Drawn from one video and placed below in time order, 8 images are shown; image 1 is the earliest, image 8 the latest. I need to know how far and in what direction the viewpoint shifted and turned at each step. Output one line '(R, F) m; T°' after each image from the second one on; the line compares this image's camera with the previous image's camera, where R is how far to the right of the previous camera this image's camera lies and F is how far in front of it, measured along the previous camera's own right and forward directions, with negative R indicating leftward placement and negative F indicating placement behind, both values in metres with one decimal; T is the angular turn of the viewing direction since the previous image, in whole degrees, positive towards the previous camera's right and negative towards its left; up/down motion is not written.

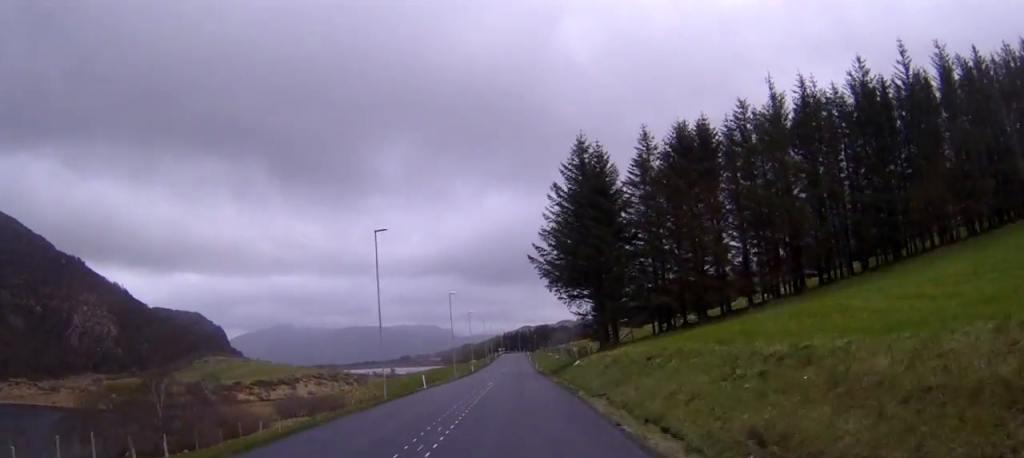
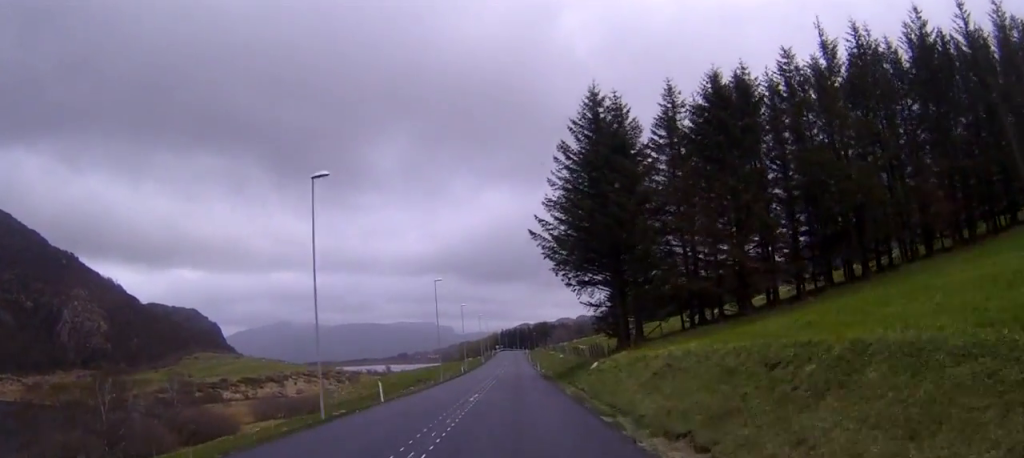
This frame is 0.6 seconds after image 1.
(0.0, +14.6) m; 0°
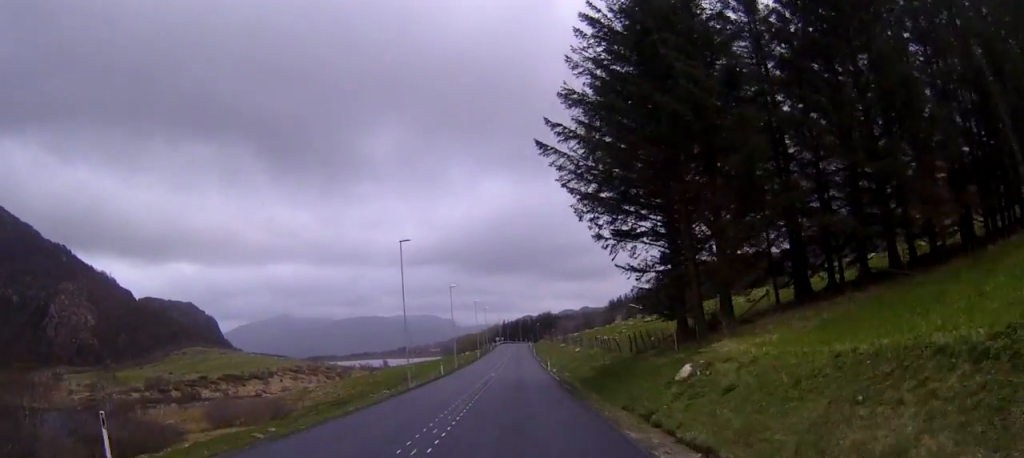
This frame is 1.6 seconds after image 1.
(0.0, +23.5) m; 0°
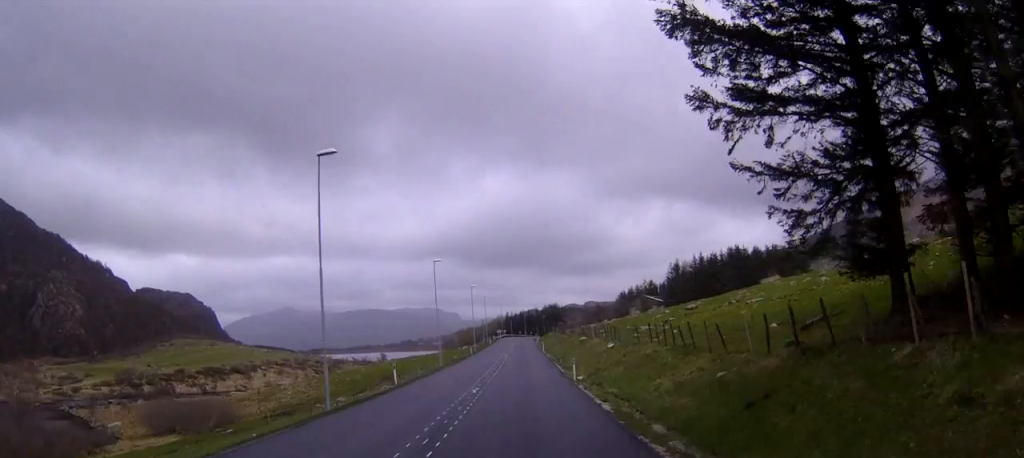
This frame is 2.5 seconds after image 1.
(-0.1, +23.6) m; 0°
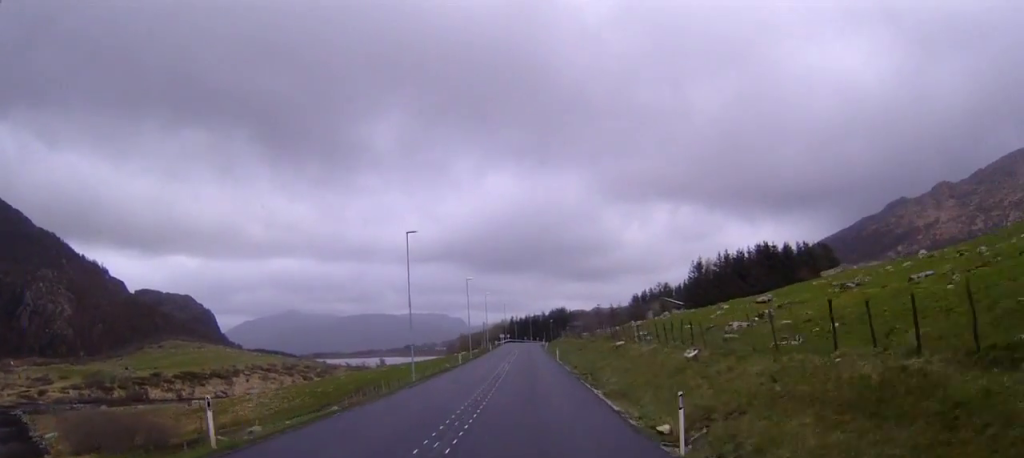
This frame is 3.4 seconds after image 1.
(0.0, +22.0) m; 0°
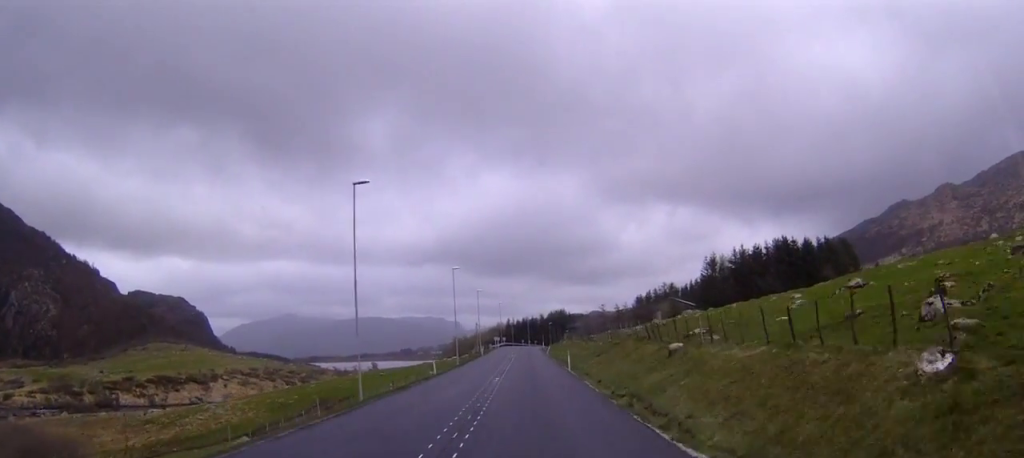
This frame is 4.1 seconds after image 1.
(0.0, +17.2) m; 0°
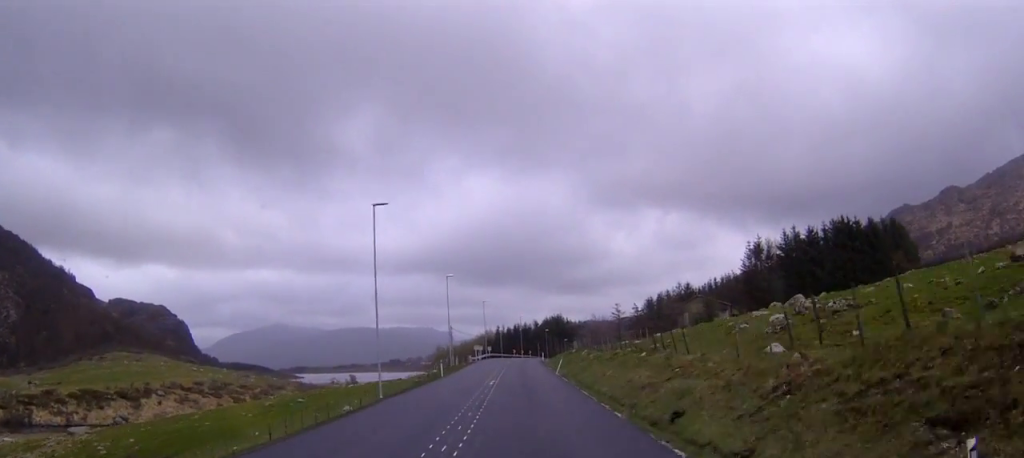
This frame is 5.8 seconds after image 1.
(+0.2, +41.8) m; 0°
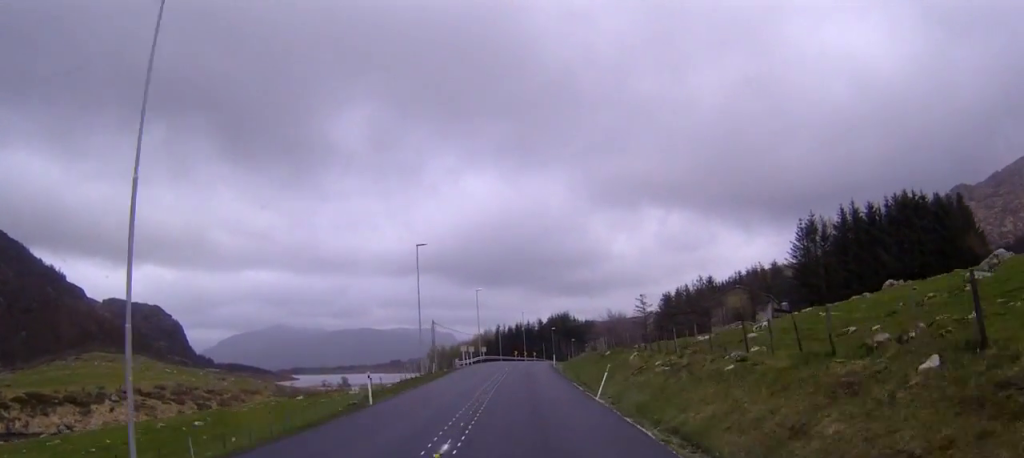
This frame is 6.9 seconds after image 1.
(0.0, +27.0) m; 0°
